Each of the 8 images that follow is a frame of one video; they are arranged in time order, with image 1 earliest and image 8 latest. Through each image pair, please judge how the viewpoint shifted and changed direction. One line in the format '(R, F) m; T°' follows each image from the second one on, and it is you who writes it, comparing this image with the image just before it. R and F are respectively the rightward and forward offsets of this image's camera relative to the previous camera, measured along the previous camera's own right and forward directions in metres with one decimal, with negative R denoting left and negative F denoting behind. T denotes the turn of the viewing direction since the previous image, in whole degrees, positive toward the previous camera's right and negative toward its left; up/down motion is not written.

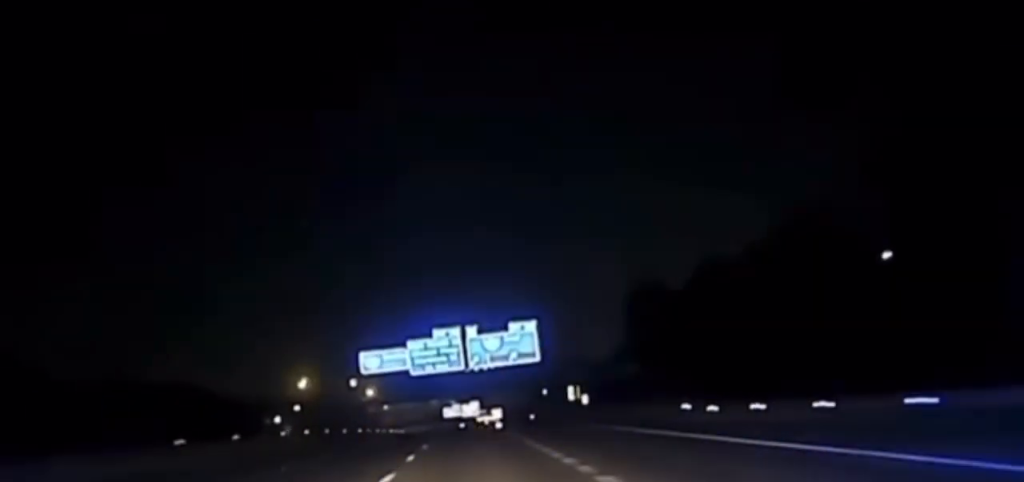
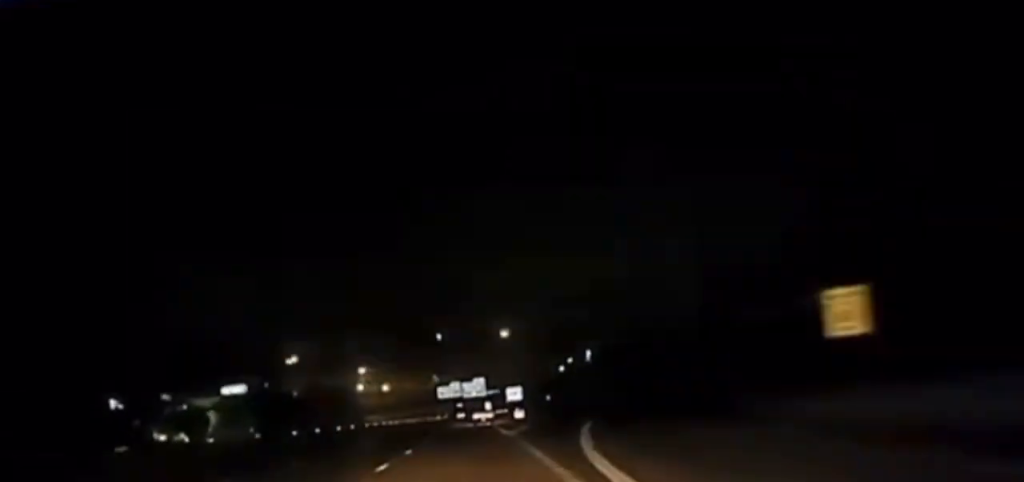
(-0.6, +114.2) m; 0°
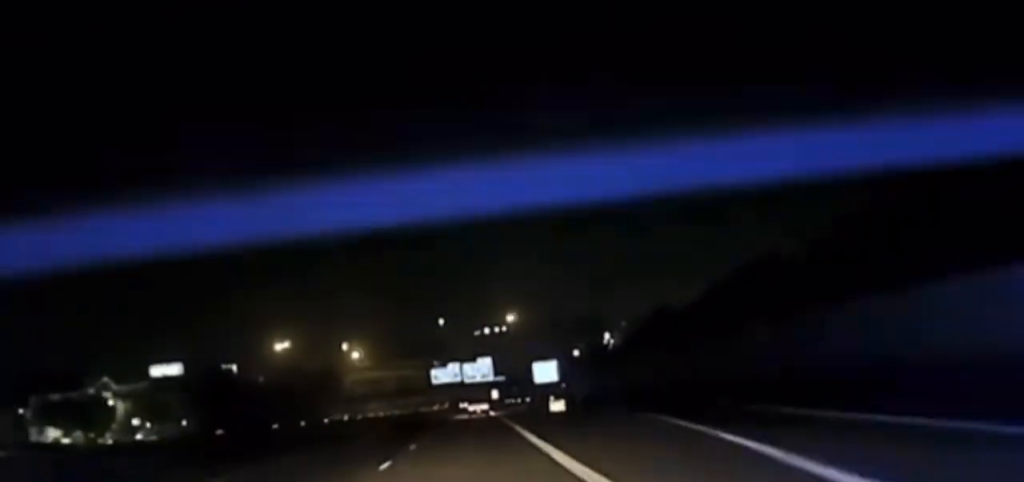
(0.0, +73.6) m; 0°
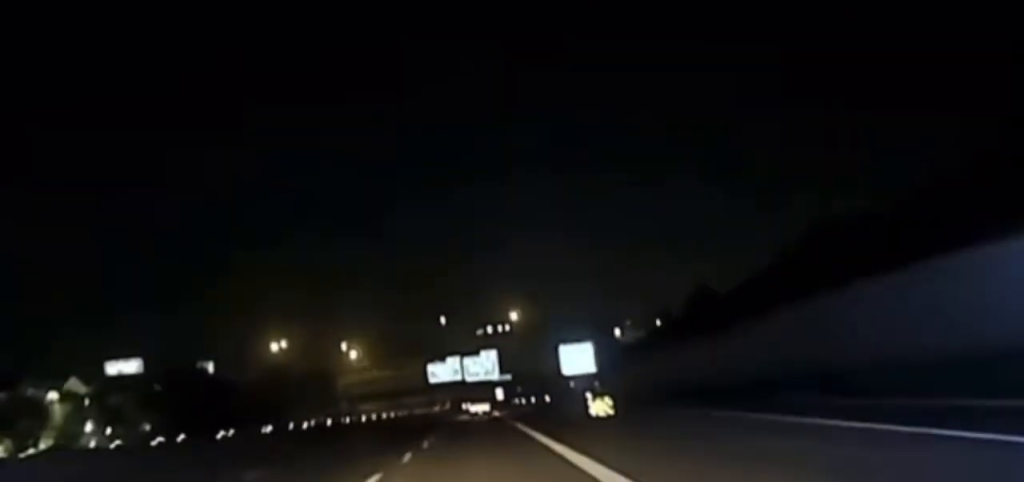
(0.0, +31.7) m; 0°
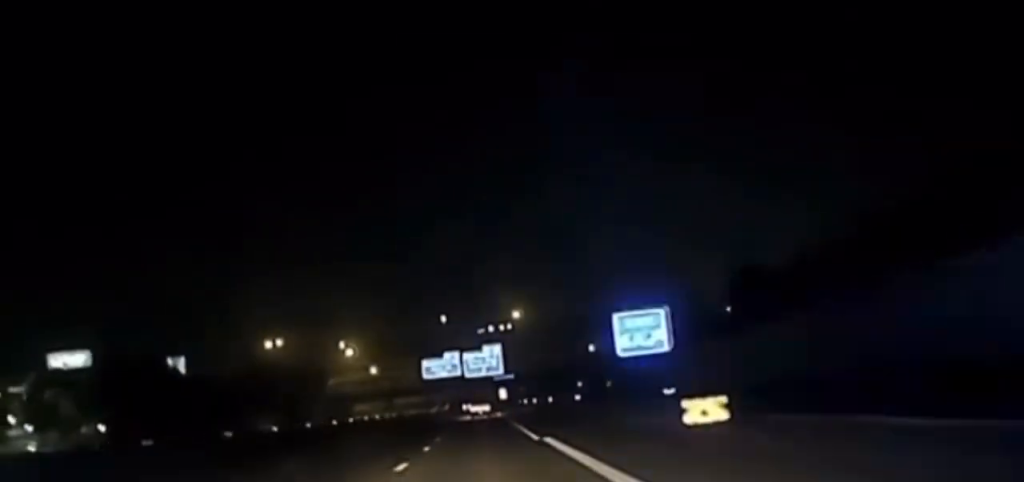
(0.0, +29.7) m; 0°
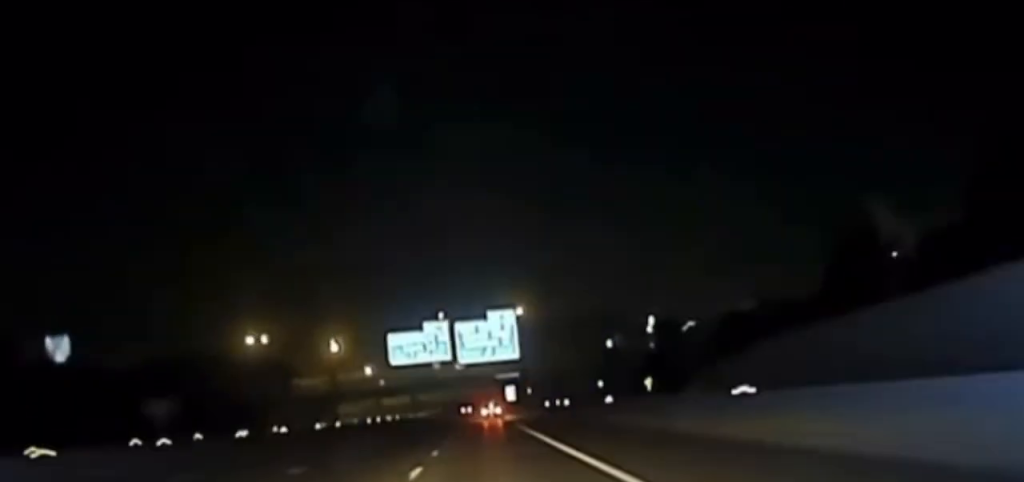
(0.0, +73.8) m; 0°
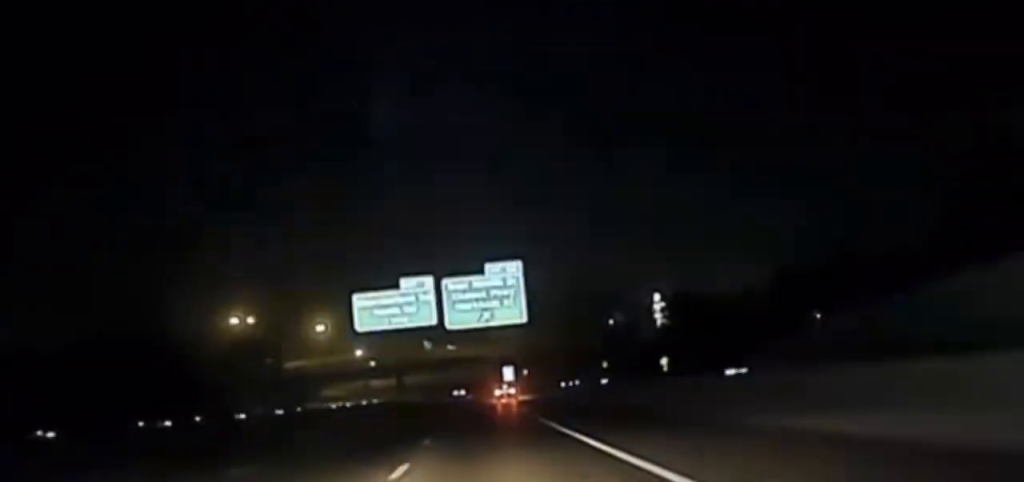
(0.0, +29.0) m; 0°
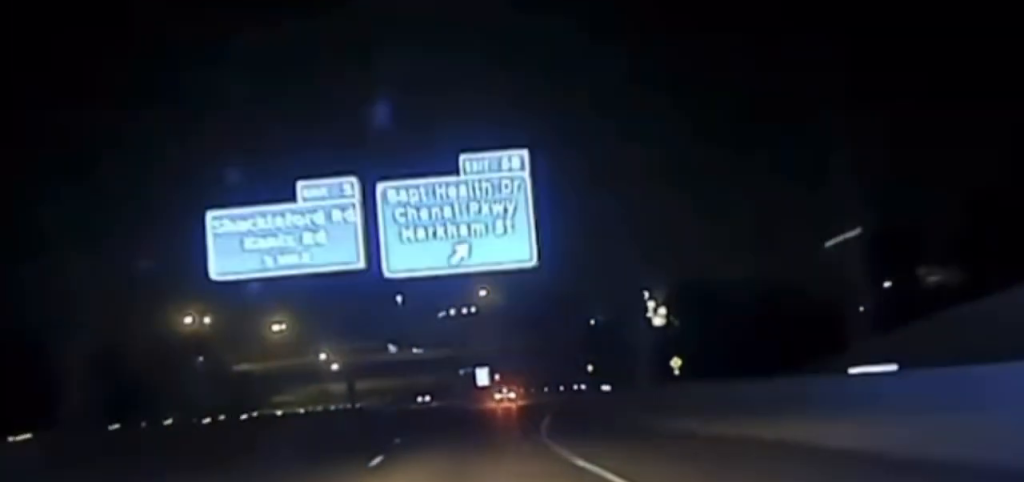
(-0.2, +41.2) m; +1°
